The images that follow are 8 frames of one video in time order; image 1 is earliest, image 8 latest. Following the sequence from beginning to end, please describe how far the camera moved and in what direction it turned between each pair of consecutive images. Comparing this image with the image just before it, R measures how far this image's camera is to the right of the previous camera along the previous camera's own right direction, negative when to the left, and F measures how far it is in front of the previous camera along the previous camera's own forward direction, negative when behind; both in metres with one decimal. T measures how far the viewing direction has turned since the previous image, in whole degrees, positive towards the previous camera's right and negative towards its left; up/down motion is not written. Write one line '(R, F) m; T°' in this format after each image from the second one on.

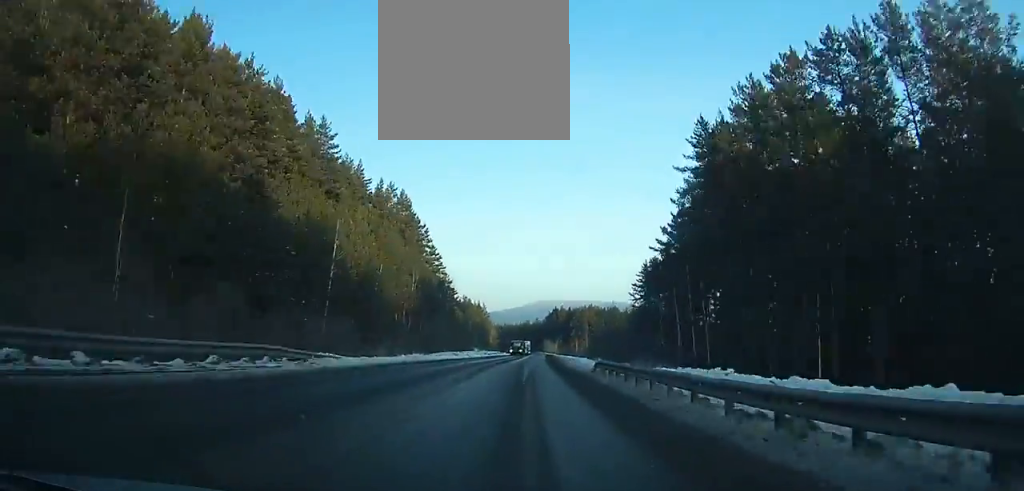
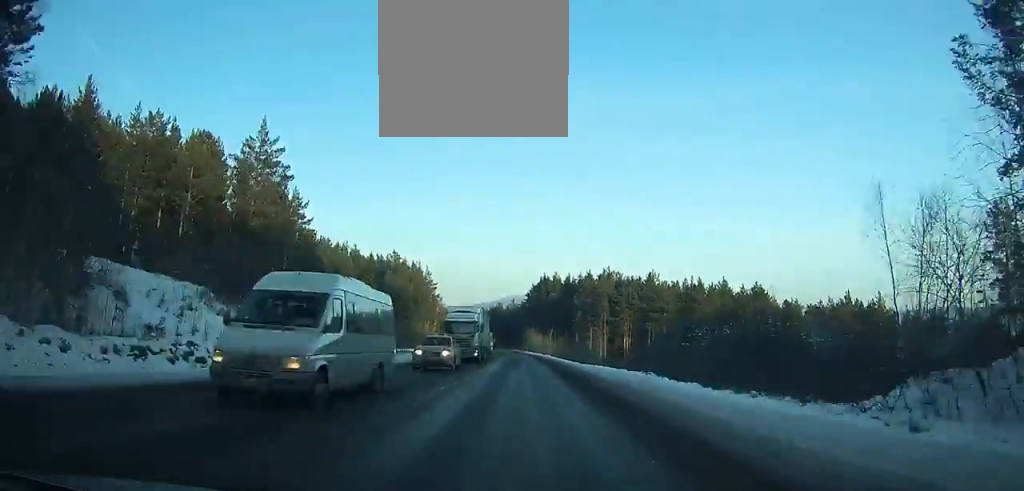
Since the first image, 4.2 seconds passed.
(+1.8, +113.7) m; 0°
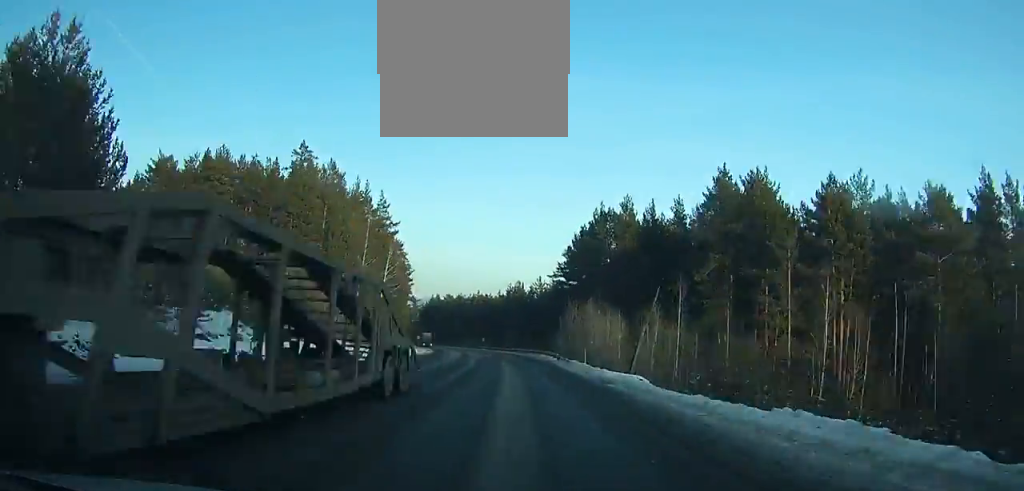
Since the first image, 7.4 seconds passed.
(-2.1, +85.8) m; -5°
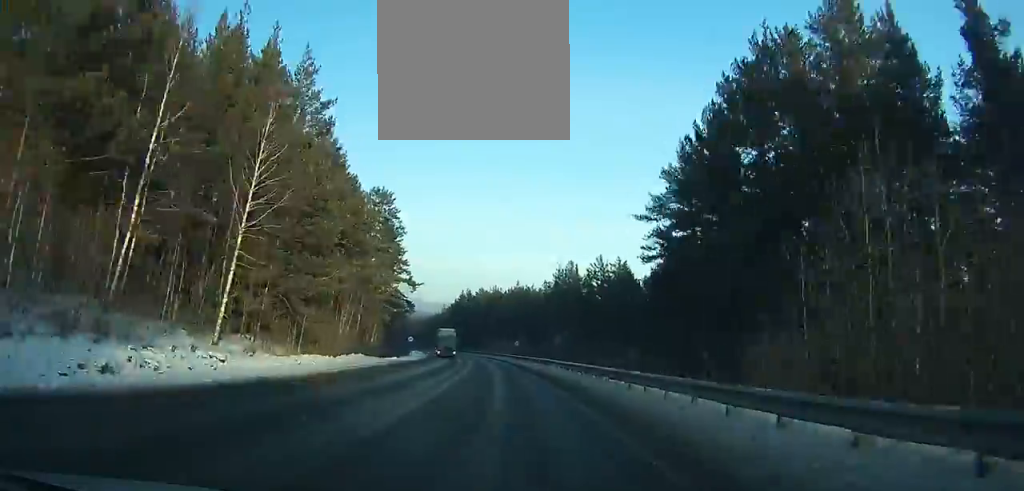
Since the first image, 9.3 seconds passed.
(-1.3, +50.9) m; -5°
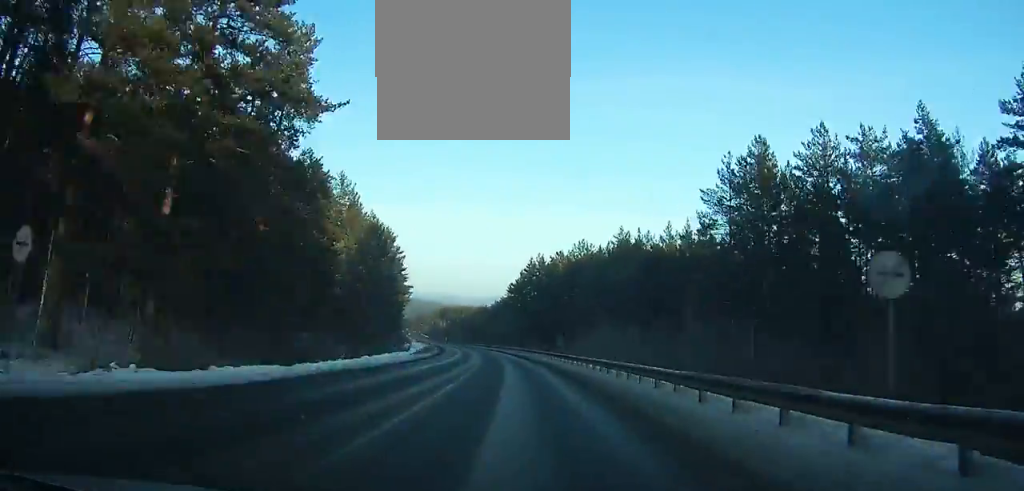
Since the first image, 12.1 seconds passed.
(-5.0, +75.1) m; -7°
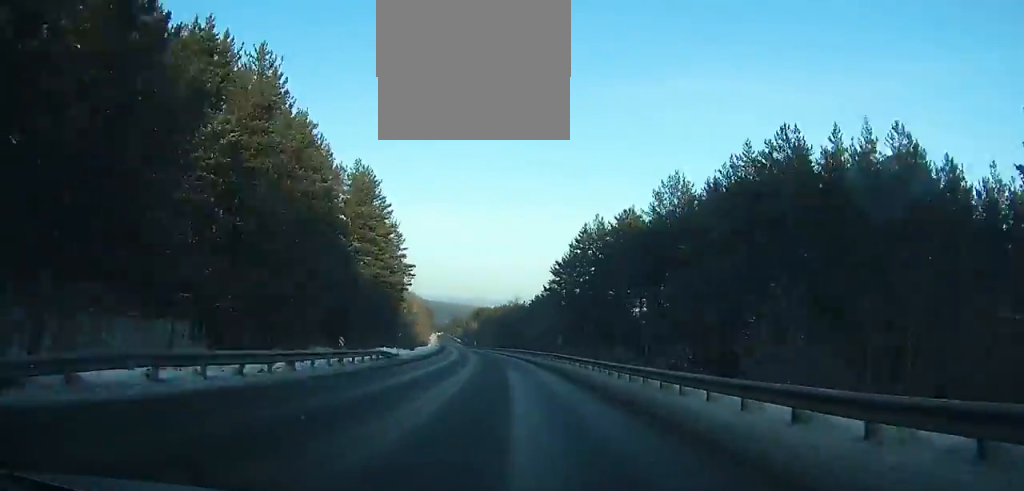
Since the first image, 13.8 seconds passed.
(-2.1, +45.9) m; -3°
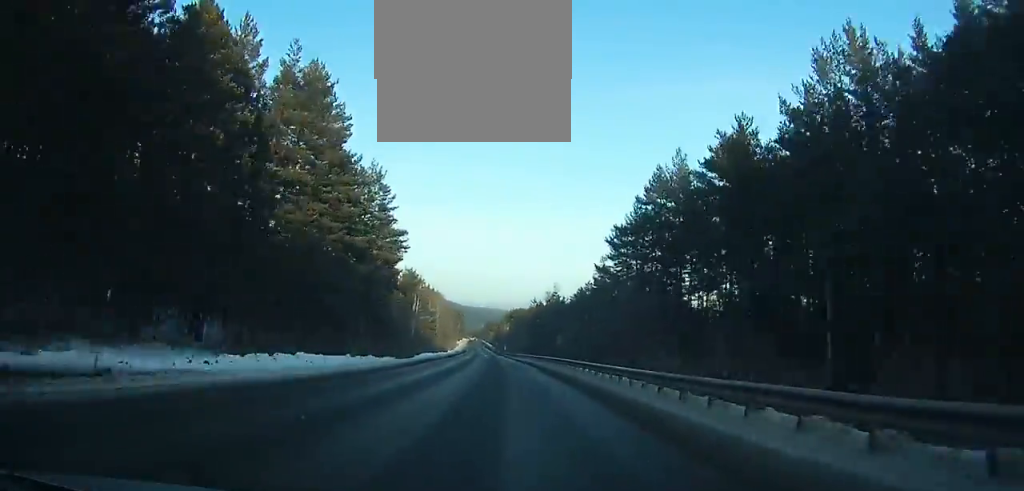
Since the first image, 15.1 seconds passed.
(-0.9, +35.4) m; -2°
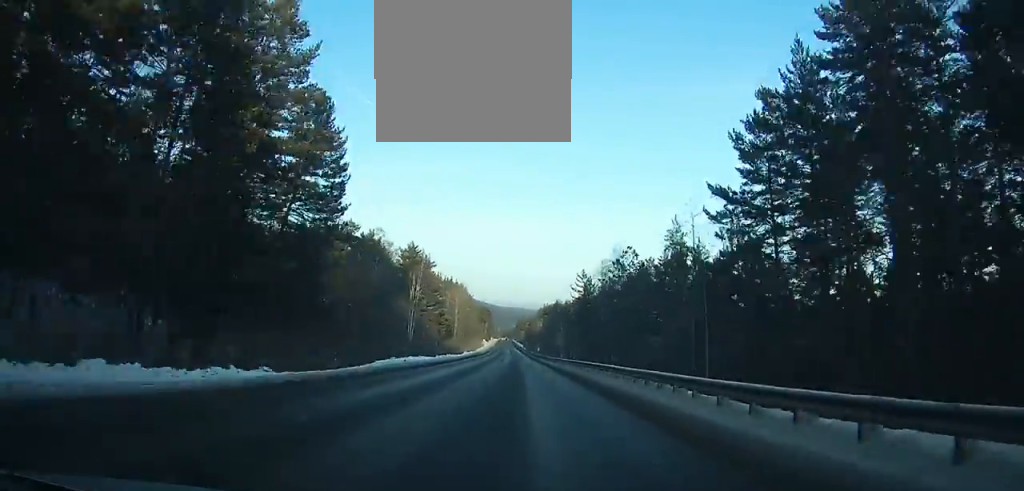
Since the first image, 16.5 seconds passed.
(-0.9, +38.4) m; -2°
